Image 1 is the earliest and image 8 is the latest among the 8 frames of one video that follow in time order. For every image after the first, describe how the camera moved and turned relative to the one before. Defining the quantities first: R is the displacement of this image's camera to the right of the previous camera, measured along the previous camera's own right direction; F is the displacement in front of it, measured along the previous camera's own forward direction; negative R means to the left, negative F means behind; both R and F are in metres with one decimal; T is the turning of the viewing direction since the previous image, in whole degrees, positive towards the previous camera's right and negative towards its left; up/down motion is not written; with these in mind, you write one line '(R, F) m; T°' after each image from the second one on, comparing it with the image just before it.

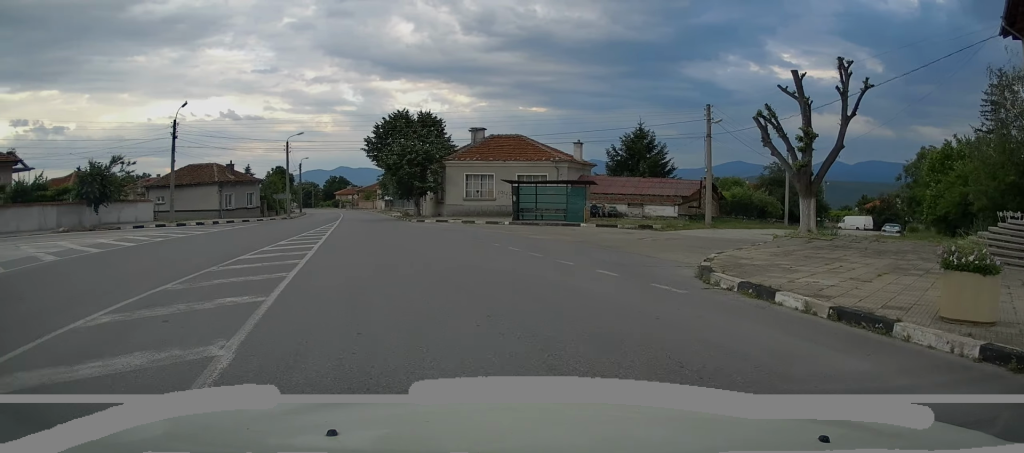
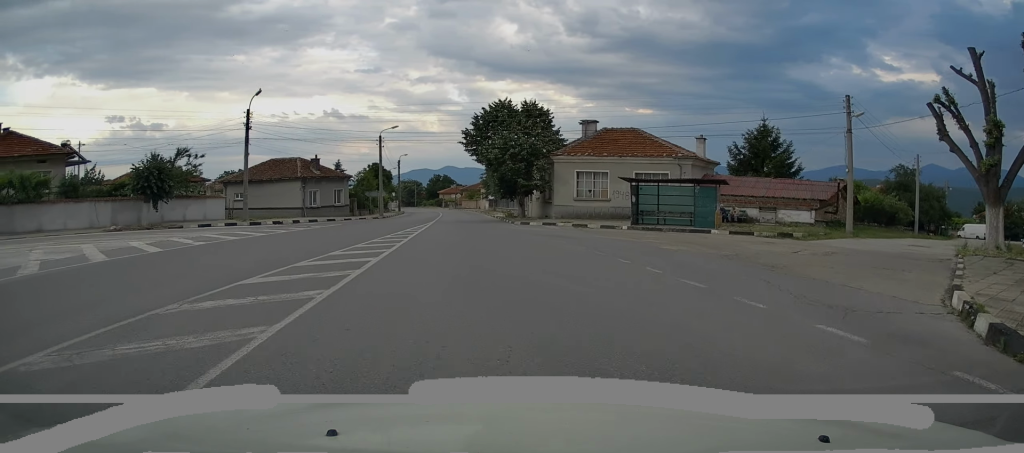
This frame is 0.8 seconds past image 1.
(-0.2, +4.9) m; -7°
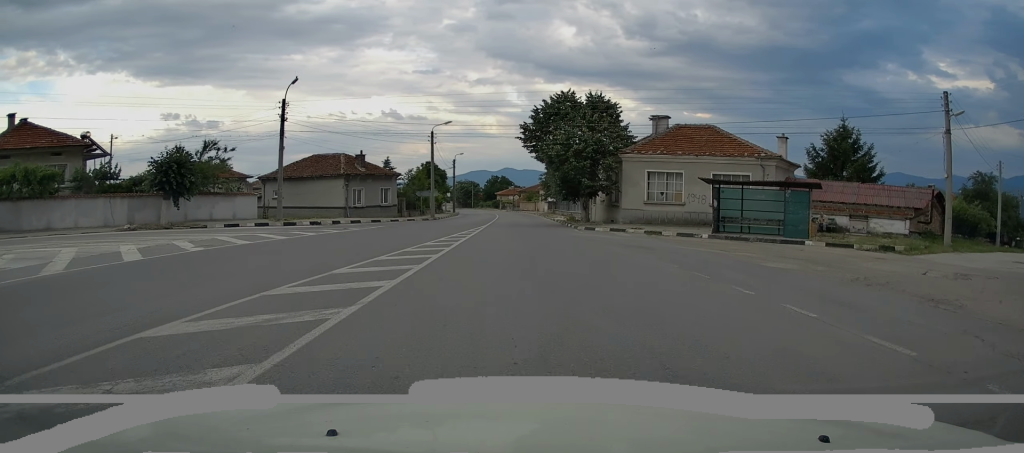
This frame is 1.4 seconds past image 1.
(-0.3, +4.2) m; -3°
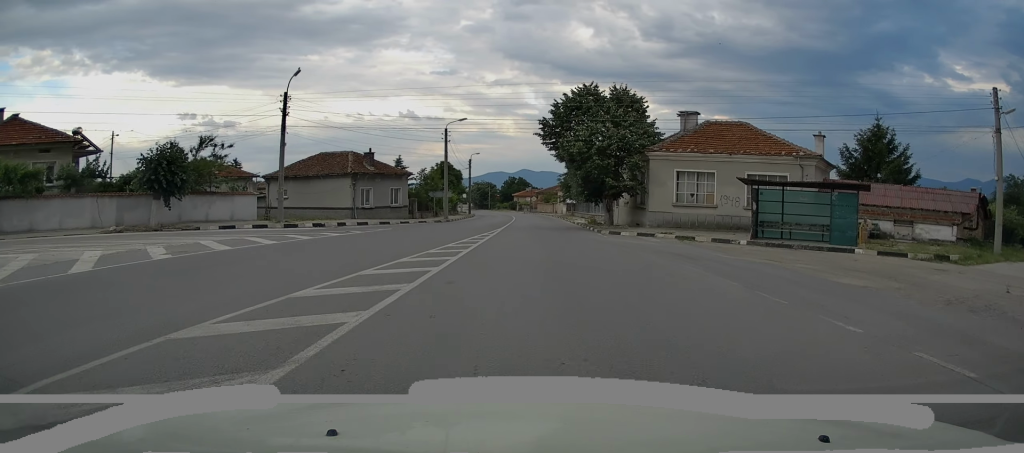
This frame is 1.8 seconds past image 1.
(-0.1, +2.6) m; -2°
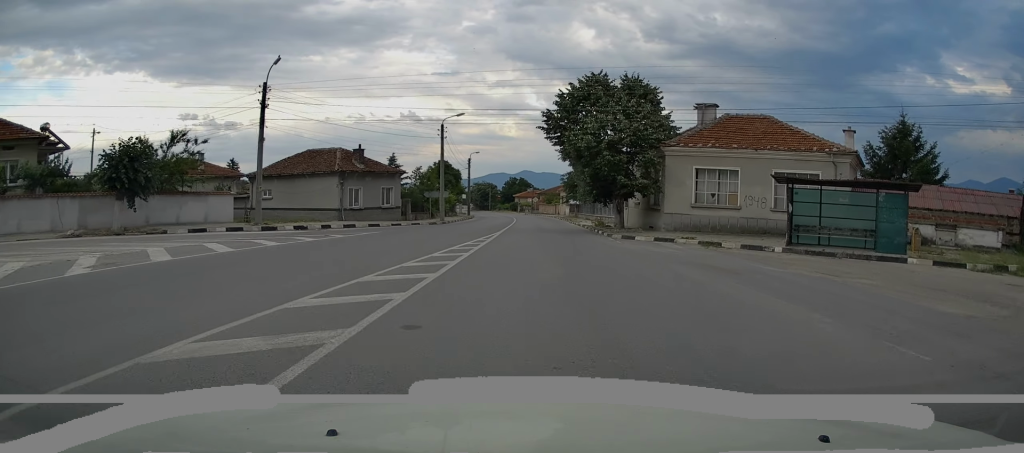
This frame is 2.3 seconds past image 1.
(0.0, +3.5) m; 0°
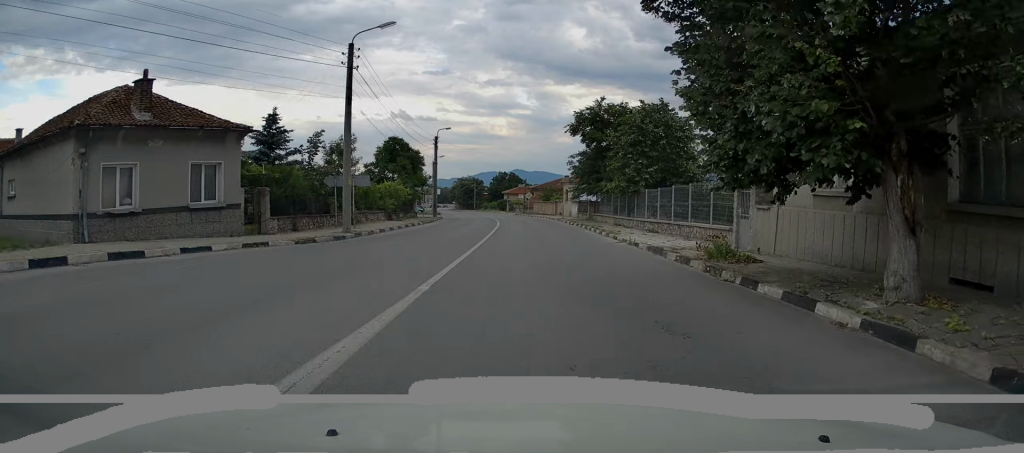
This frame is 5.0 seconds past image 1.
(+0.2, +24.0) m; +1°
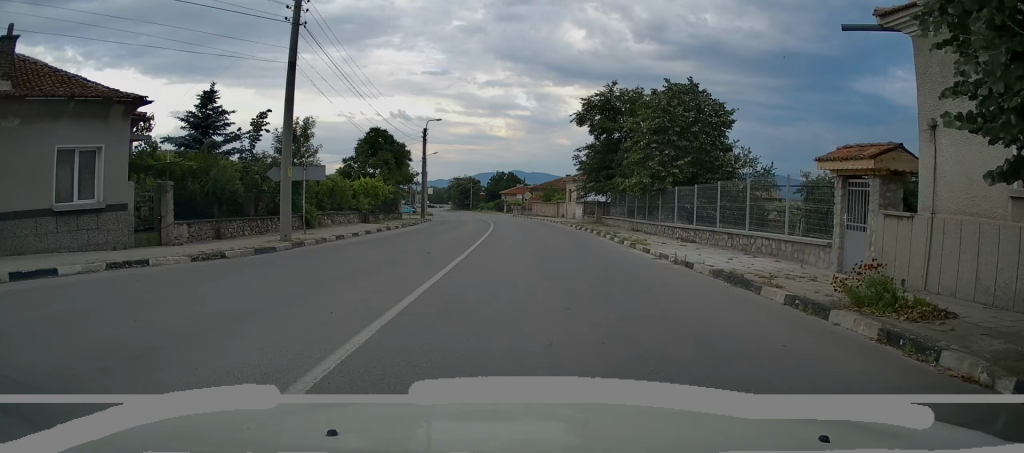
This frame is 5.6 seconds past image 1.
(0.0, +6.2) m; -1°
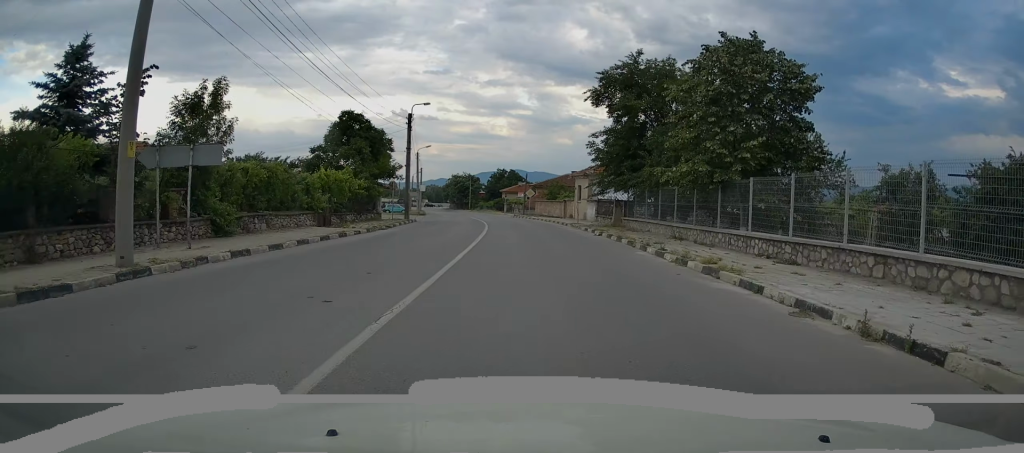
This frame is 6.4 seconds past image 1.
(-0.1, +7.8) m; -1°
